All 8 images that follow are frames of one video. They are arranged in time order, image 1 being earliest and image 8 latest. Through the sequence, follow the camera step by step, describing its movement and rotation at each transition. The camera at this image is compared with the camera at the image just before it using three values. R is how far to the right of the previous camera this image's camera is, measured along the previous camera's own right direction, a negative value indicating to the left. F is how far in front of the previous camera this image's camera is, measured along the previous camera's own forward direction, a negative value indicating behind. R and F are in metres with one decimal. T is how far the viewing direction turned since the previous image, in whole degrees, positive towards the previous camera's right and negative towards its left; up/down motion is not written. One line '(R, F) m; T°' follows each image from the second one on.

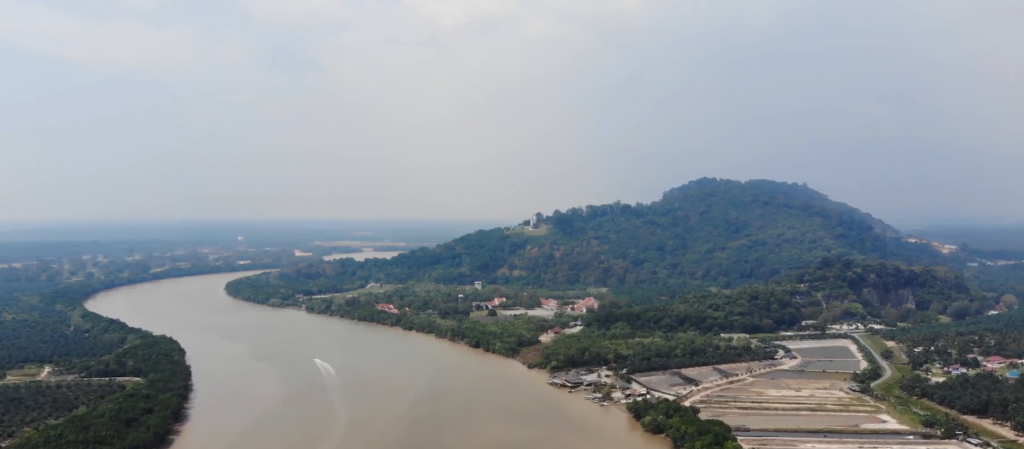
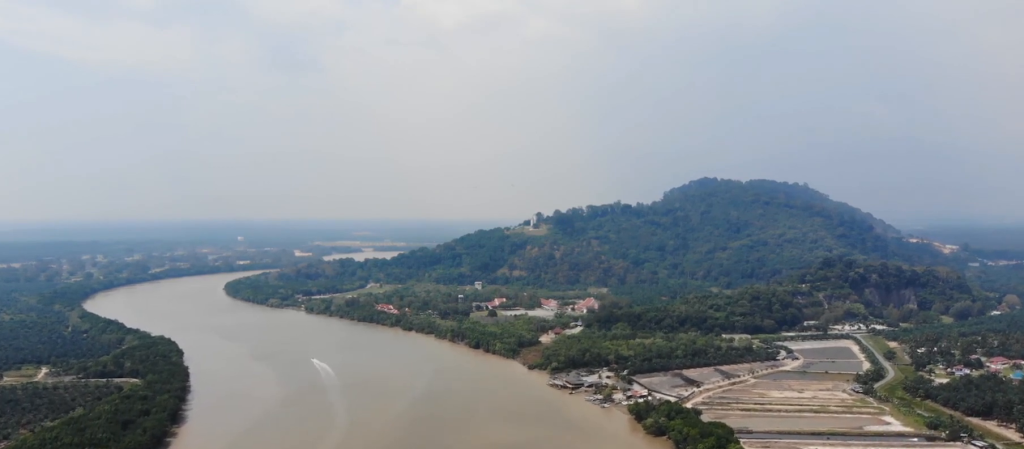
(0.0, +6.0) m; 0°
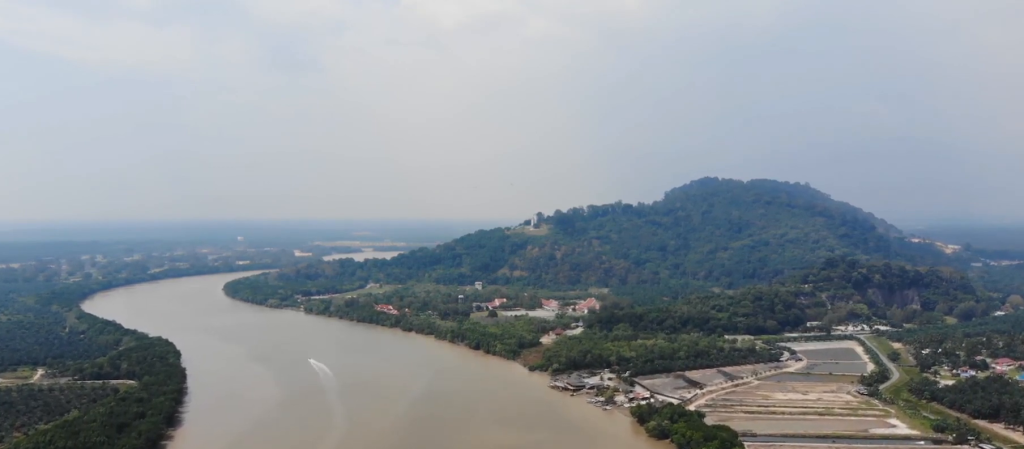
(0.0, +8.5) m; 0°
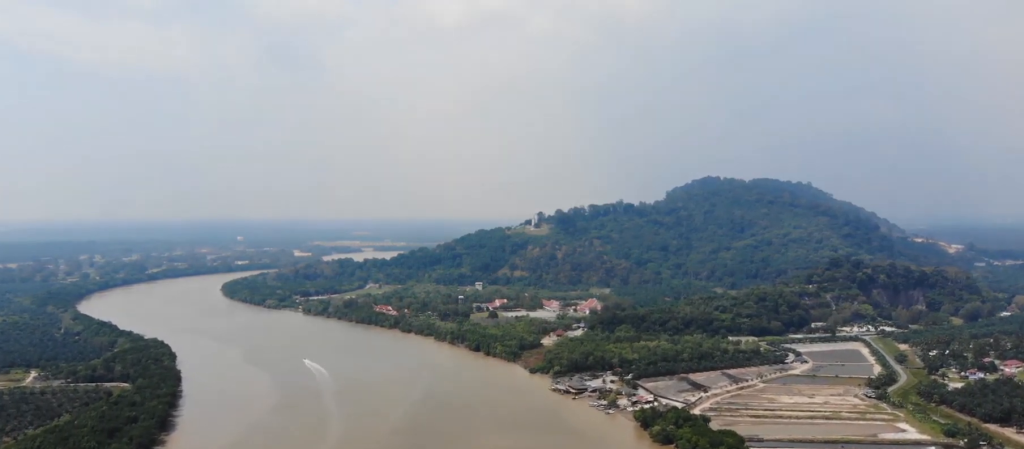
(0.0, +14.0) m; 0°
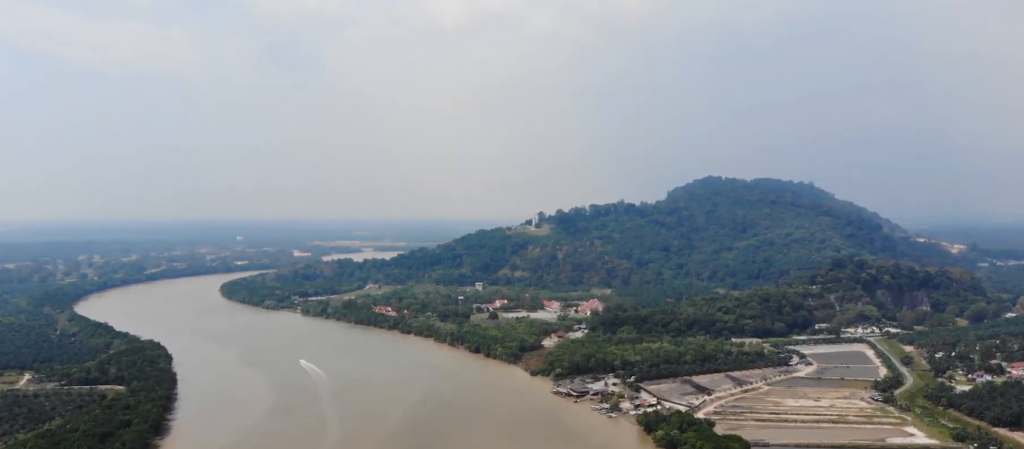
(0.0, +11.5) m; 0°
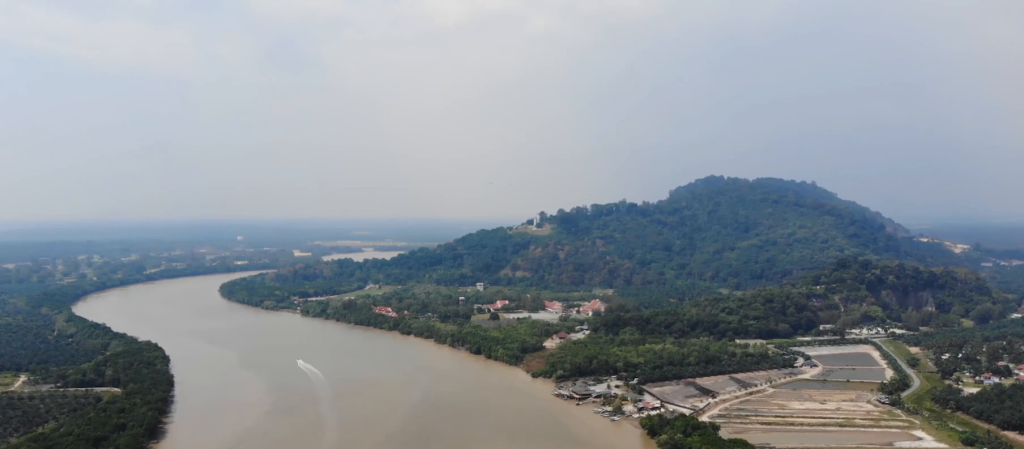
(0.0, +10.2) m; 0°
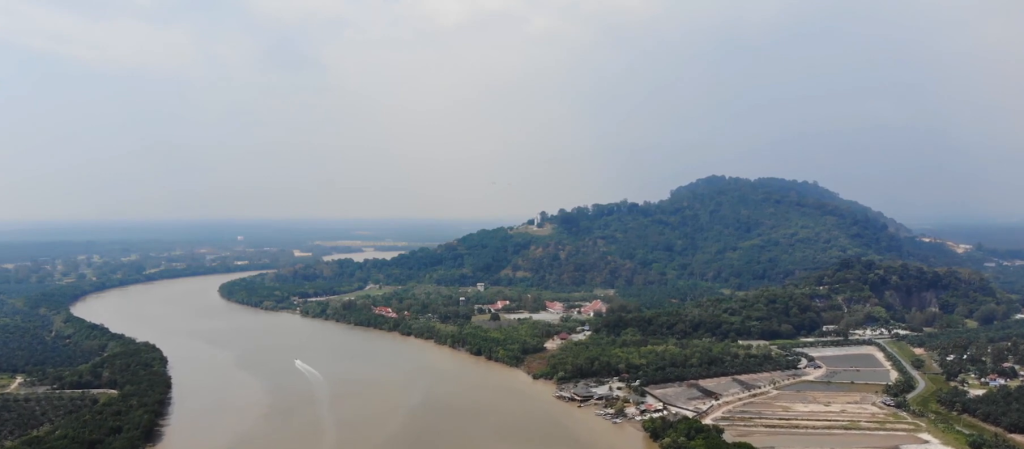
(0.0, +7.7) m; 0°
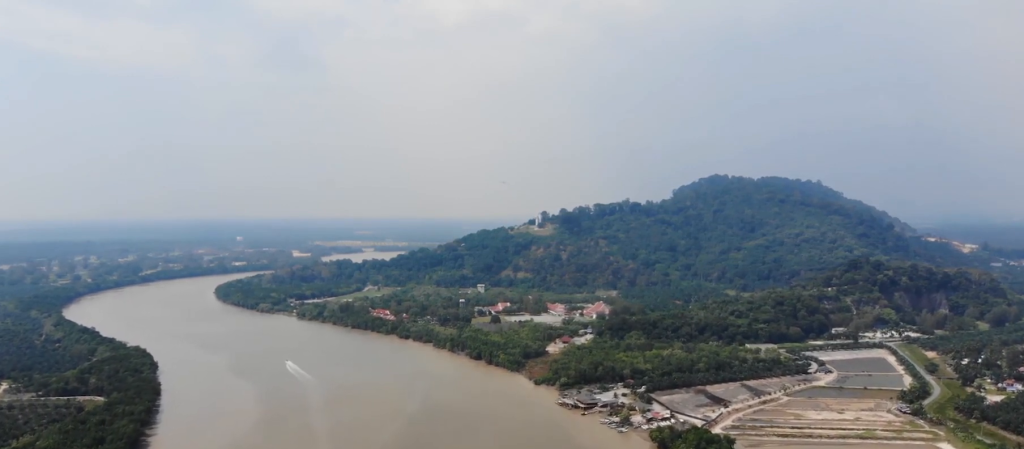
(+0.1, +25.7) m; 0°
